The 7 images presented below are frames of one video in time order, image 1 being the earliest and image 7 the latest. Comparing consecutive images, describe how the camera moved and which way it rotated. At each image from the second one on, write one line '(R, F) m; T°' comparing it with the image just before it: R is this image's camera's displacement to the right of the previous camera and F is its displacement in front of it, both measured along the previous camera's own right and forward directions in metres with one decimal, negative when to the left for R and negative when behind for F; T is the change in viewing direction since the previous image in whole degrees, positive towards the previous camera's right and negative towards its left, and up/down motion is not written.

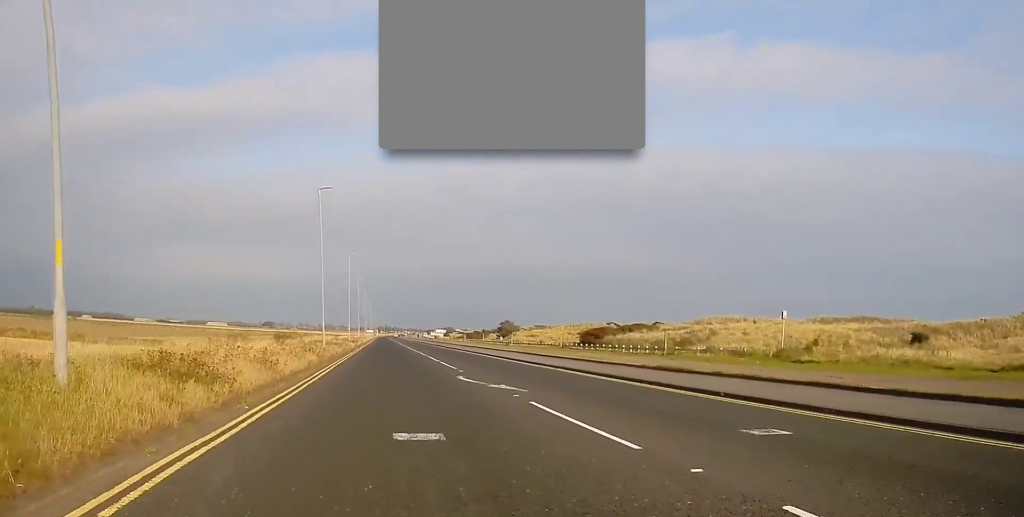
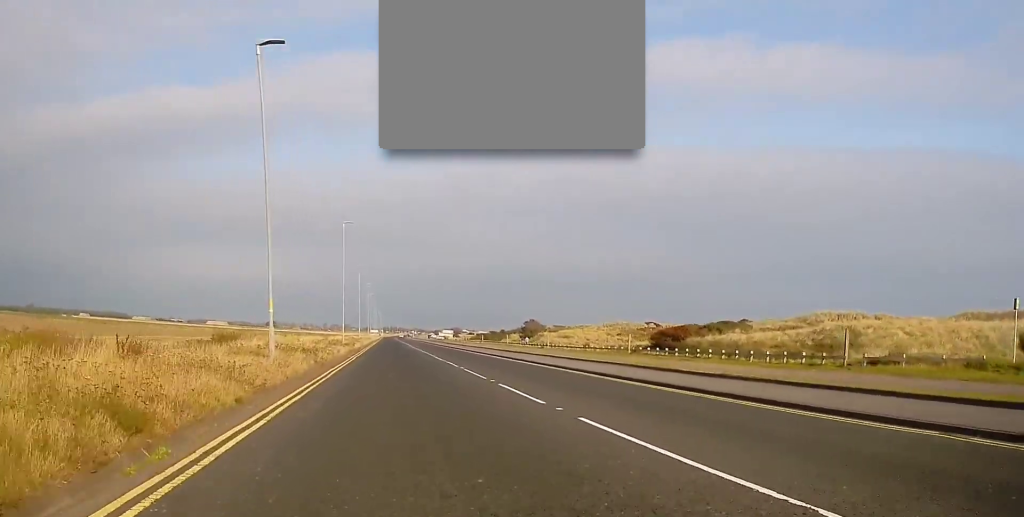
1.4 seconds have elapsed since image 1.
(-0.1, +25.3) m; +1°
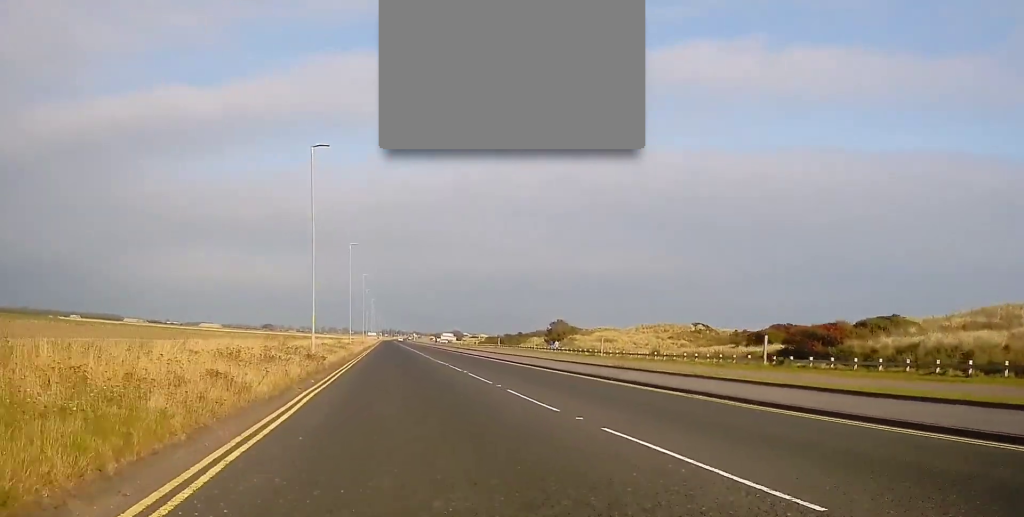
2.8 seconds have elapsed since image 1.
(+0.1, +27.3) m; -1°
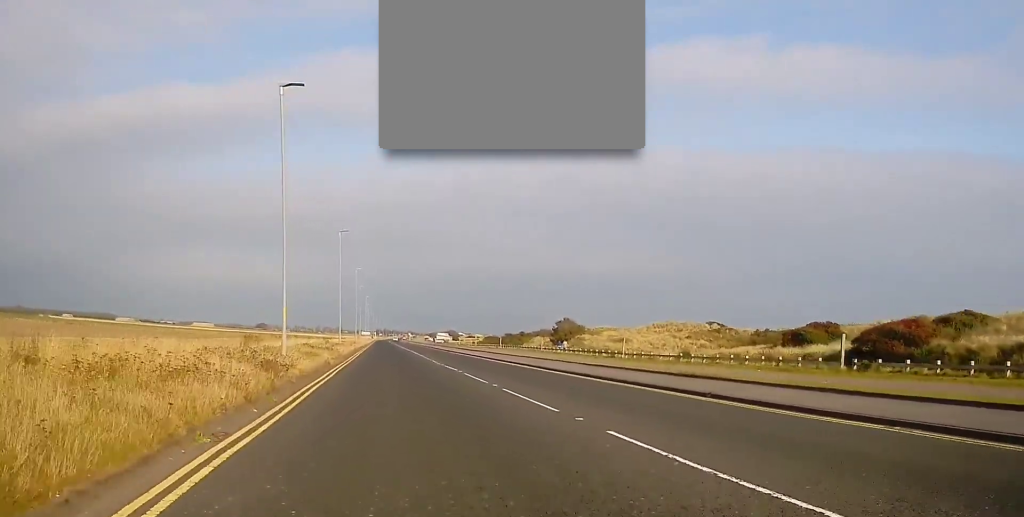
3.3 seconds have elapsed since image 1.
(0.0, +8.9) m; -1°
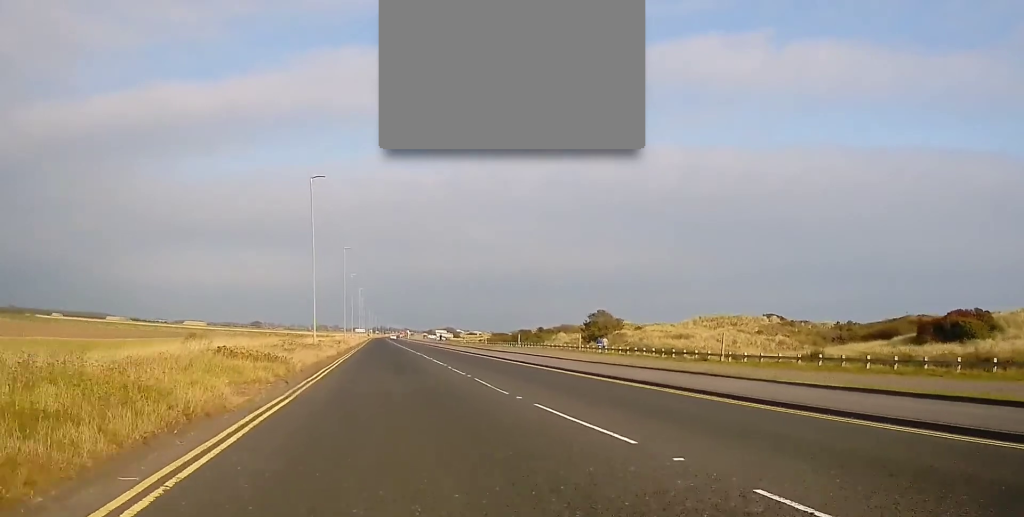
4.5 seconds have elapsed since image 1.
(-0.1, +22.3) m; +1°
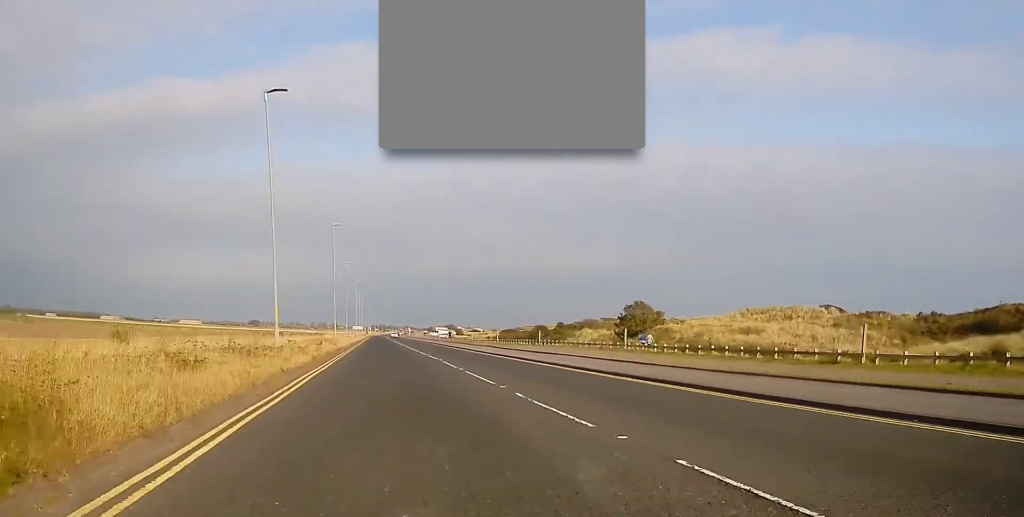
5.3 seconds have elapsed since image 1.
(+0.4, +16.4) m; +1°
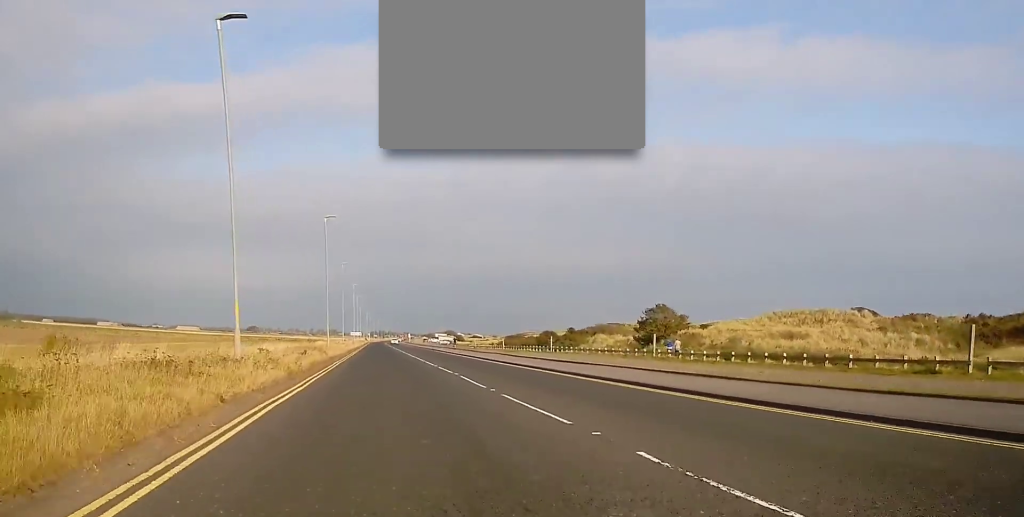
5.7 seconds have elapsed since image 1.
(-0.1, +7.8) m; 0°
